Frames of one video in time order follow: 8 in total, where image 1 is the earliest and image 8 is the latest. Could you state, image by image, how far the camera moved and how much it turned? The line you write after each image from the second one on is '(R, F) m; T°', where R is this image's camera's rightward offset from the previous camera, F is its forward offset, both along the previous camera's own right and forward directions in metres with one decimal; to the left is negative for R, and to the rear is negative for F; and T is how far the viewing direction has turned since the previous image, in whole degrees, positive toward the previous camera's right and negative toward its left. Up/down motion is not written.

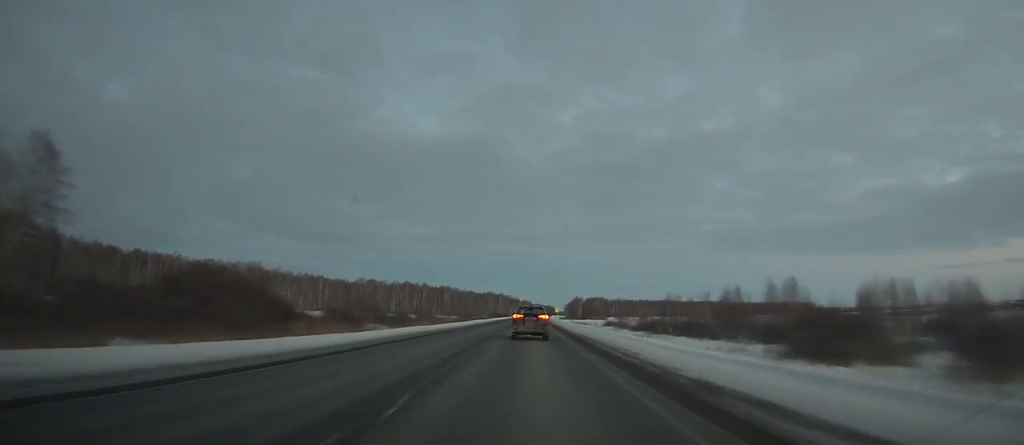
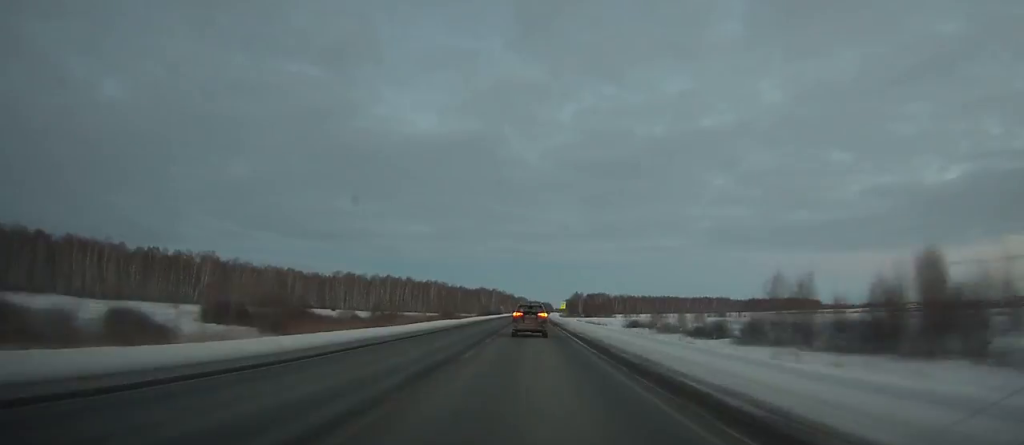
(0.0, +40.4) m; 0°
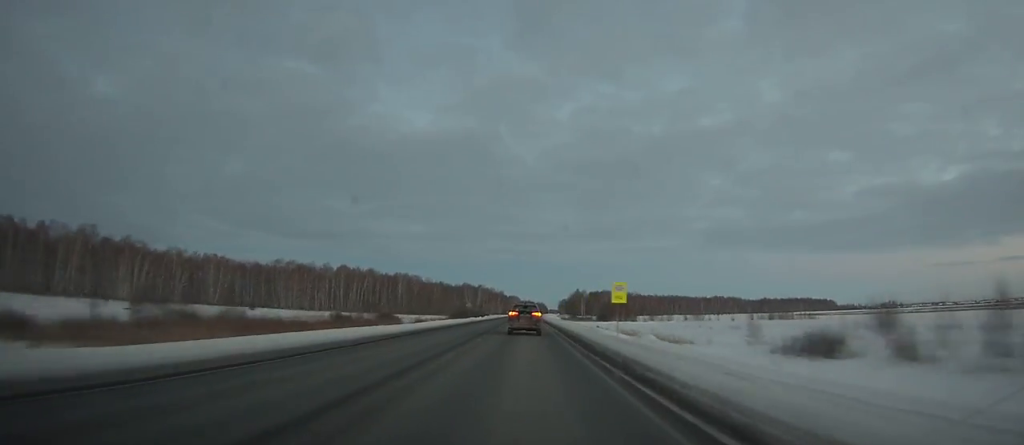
(+0.6, +73.0) m; 0°
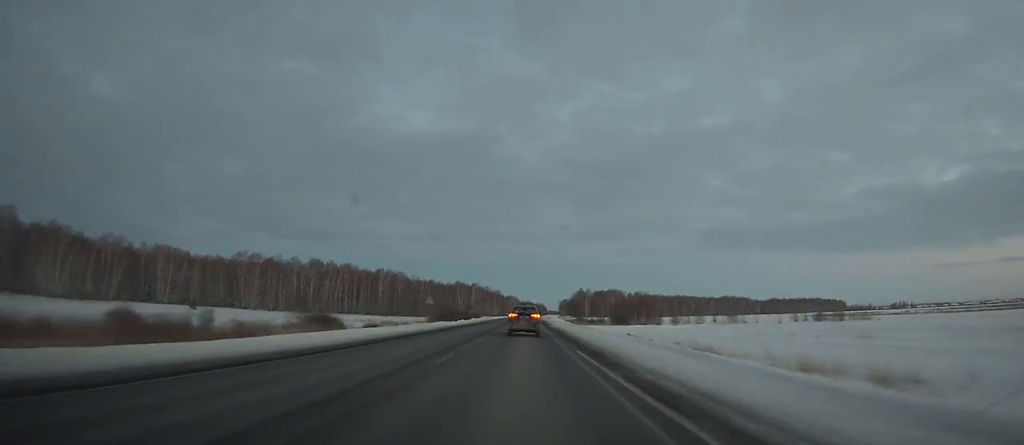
(-0.1, +35.3) m; 0°
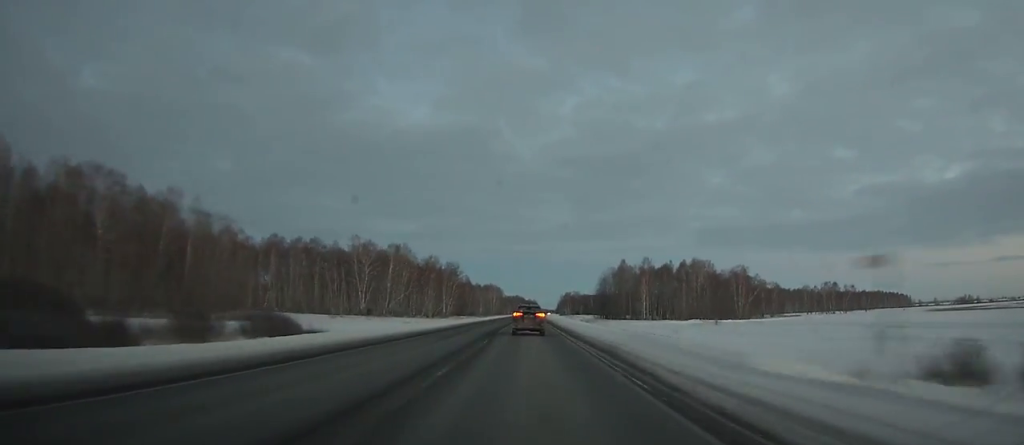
(+0.6, +192.0) m; +1°
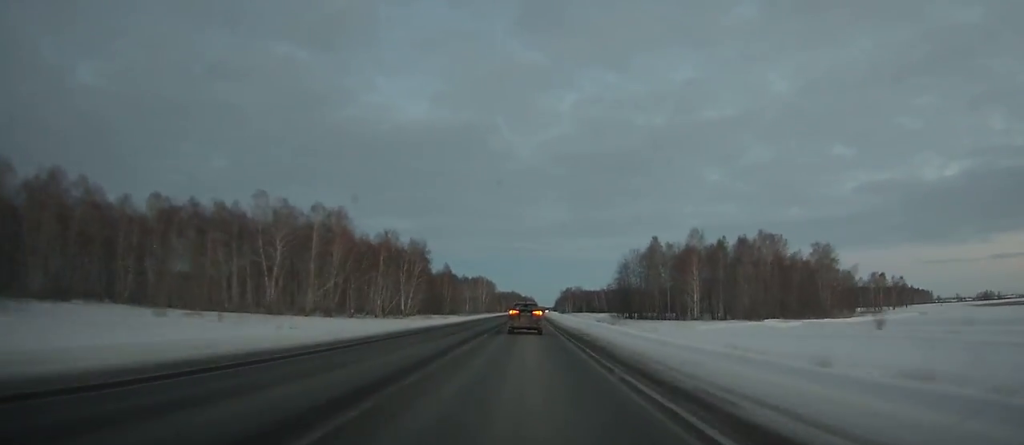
(+0.2, +52.5) m; 0°
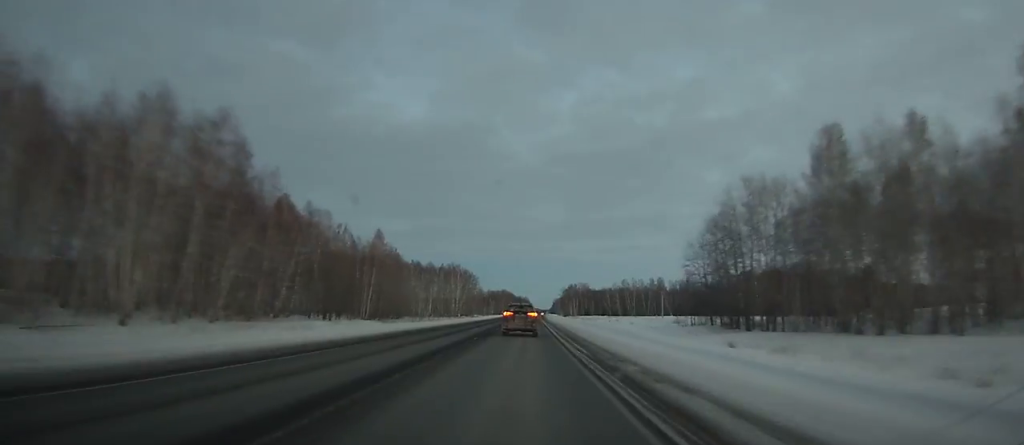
(+0.4, +85.9) m; +1°
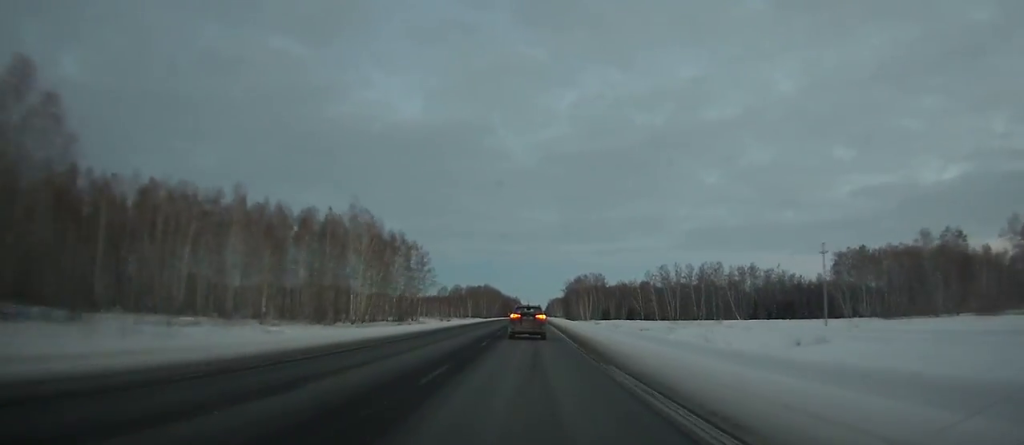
(+0.4, +108.5) m; +1°
